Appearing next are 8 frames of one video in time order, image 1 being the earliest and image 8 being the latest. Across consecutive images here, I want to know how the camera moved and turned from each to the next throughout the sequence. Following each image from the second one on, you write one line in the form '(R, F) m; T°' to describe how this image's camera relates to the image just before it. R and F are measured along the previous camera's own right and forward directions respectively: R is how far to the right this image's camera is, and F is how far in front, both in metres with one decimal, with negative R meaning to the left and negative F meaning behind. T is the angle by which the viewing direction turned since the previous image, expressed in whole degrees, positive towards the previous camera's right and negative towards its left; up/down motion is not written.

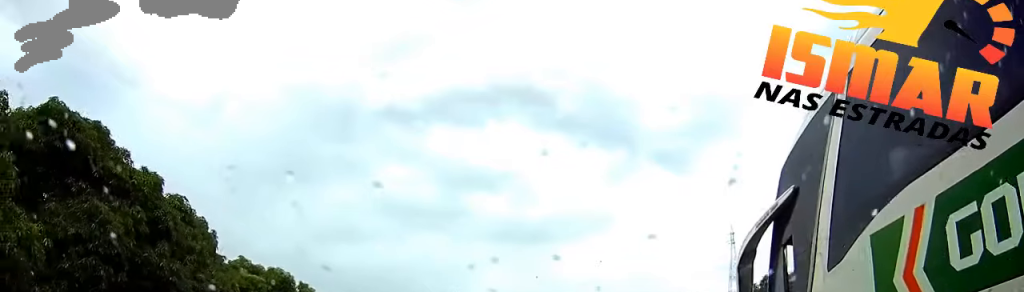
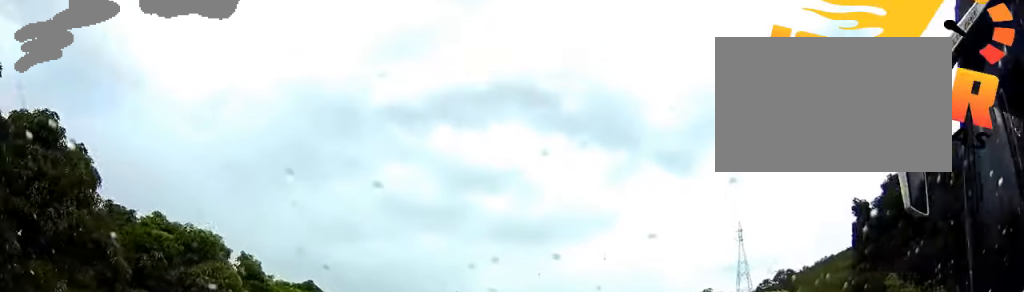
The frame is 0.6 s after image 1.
(0.0, +8.4) m; 0°
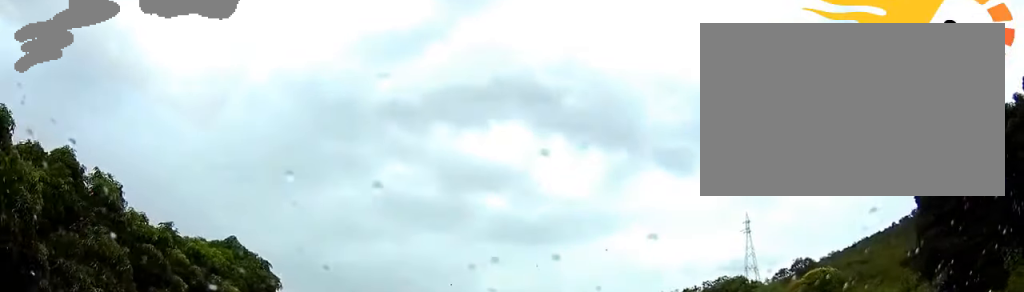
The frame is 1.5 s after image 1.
(0.0, +12.1) m; 0°
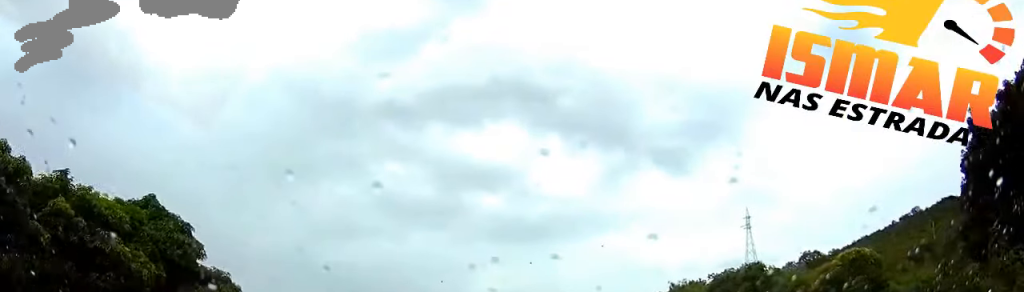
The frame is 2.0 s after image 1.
(0.0, +7.7) m; 0°
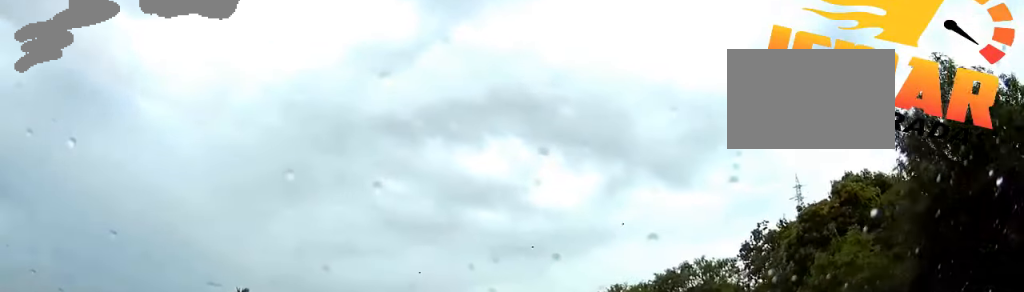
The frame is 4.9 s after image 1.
(+0.7, +51.0) m; 0°
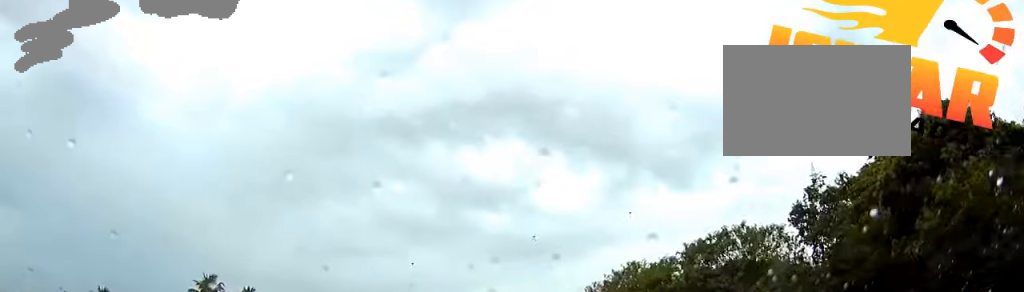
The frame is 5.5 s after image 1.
(-0.2, +12.4) m; 0°
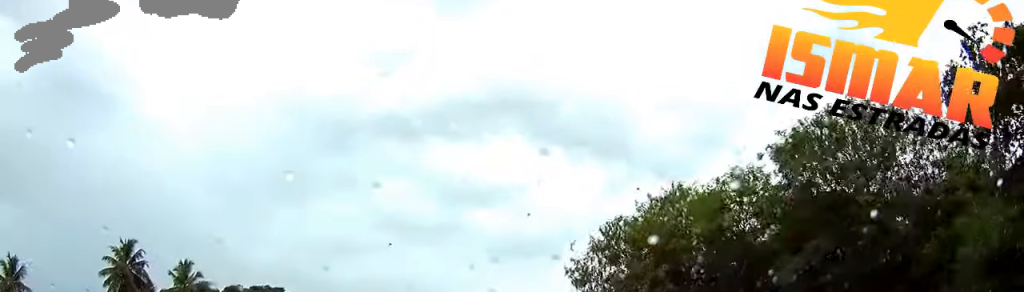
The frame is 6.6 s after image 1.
(0.0, +21.5) m; 0°
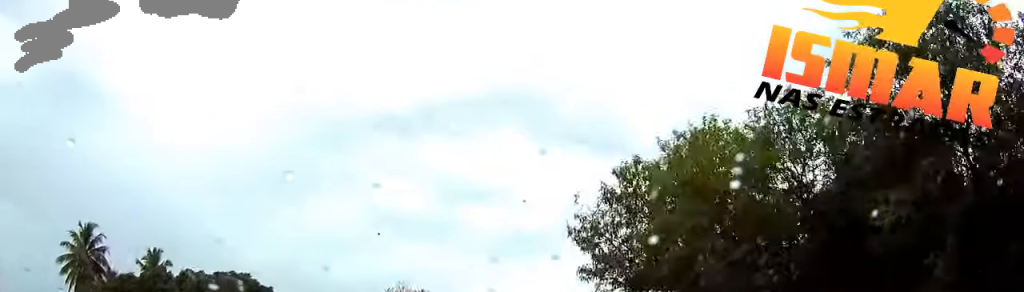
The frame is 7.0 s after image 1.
(0.0, +8.3) m; 0°
